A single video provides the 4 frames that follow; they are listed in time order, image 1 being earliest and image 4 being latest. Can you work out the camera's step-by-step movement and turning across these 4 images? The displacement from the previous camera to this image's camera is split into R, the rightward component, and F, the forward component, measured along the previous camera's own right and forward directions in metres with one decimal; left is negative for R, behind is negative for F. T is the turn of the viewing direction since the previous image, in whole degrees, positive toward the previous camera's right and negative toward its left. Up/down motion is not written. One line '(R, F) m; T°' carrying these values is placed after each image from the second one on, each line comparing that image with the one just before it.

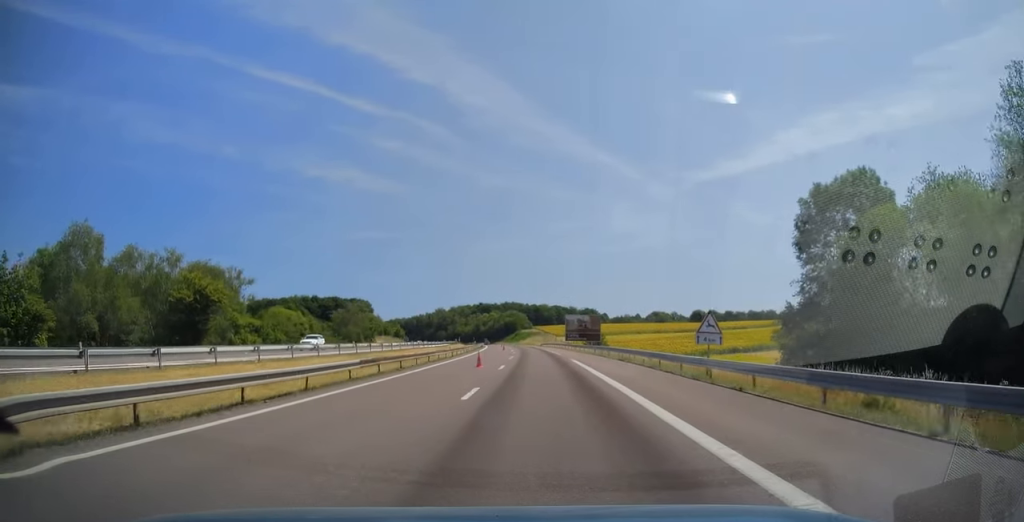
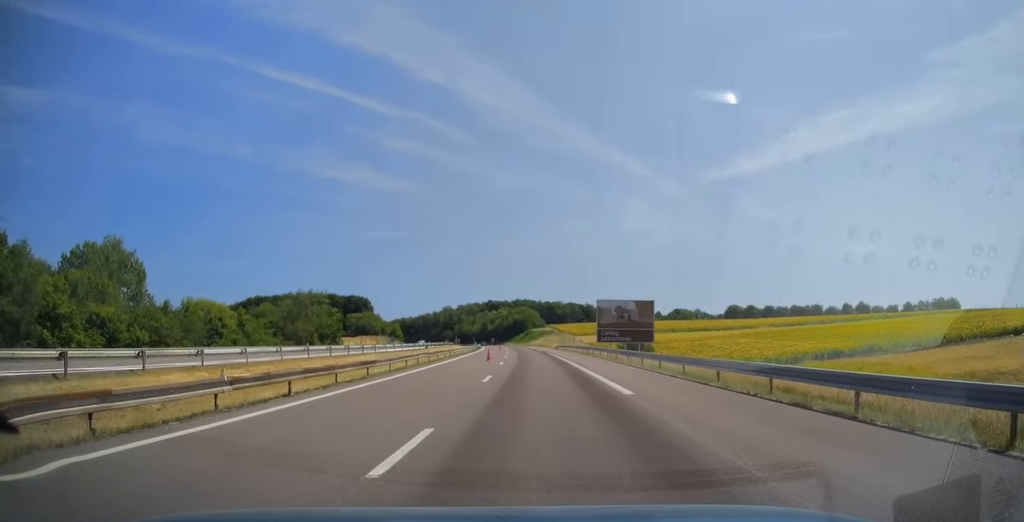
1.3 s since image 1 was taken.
(-0.6, +33.4) m; -1°
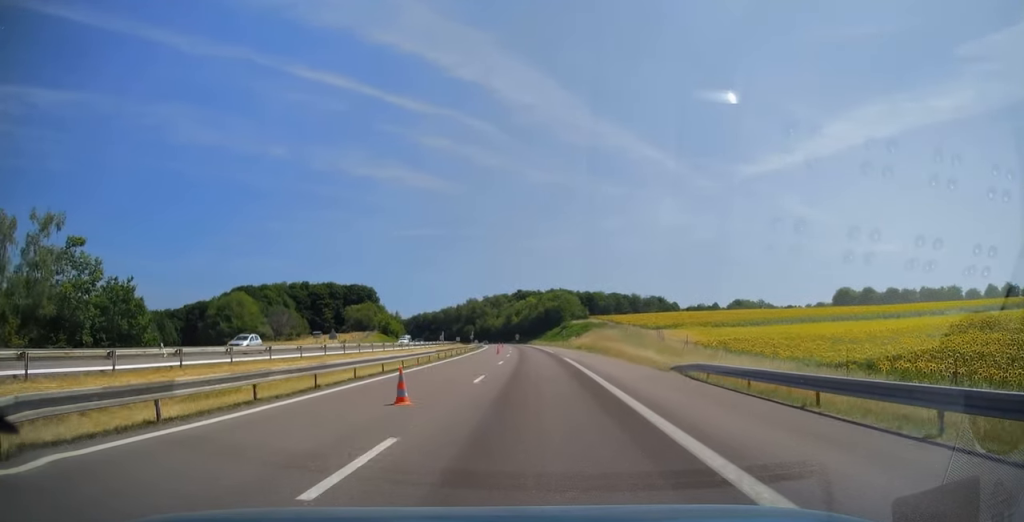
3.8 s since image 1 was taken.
(-2.1, +66.2) m; -3°
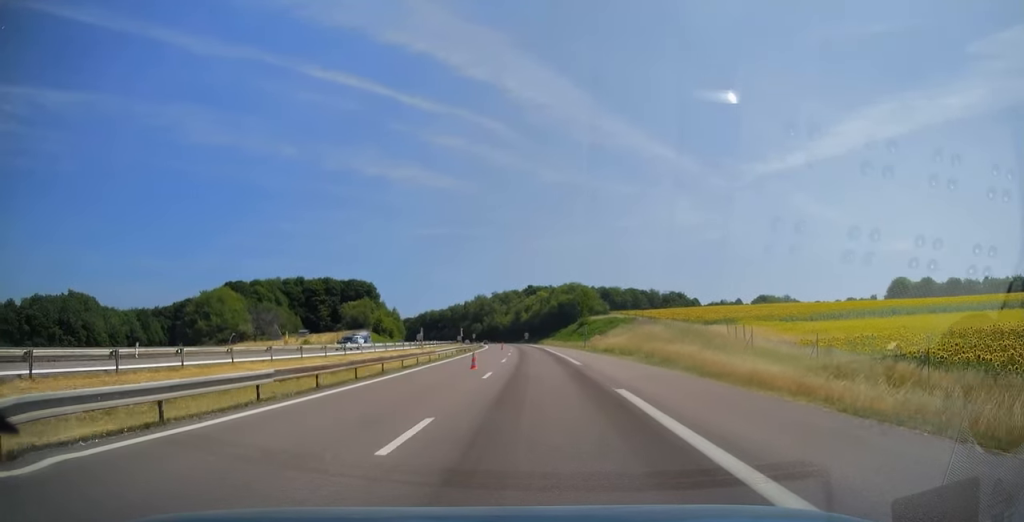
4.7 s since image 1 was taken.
(-0.1, +24.2) m; -1°
